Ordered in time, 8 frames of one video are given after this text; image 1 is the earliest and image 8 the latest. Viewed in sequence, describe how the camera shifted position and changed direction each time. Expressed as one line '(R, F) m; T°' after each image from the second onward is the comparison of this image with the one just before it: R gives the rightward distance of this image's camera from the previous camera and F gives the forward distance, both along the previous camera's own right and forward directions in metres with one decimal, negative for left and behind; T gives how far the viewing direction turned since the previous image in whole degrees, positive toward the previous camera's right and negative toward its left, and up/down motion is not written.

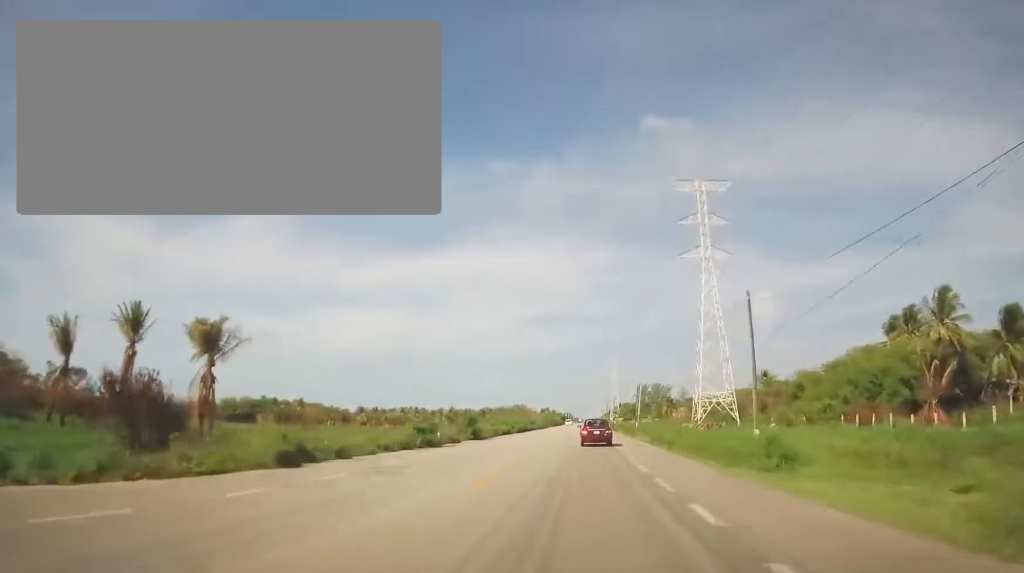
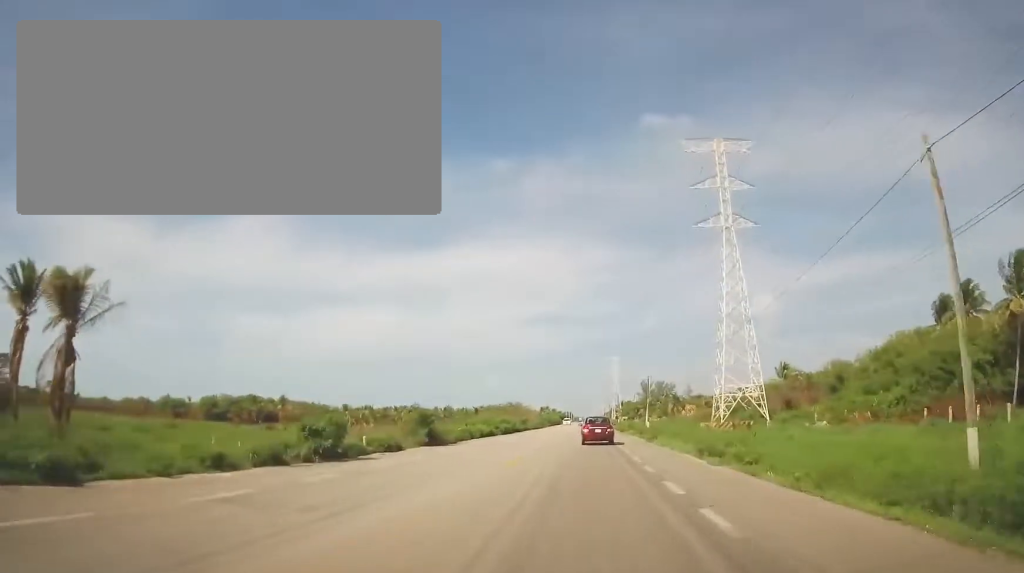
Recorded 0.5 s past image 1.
(-0.1, +13.4) m; 0°
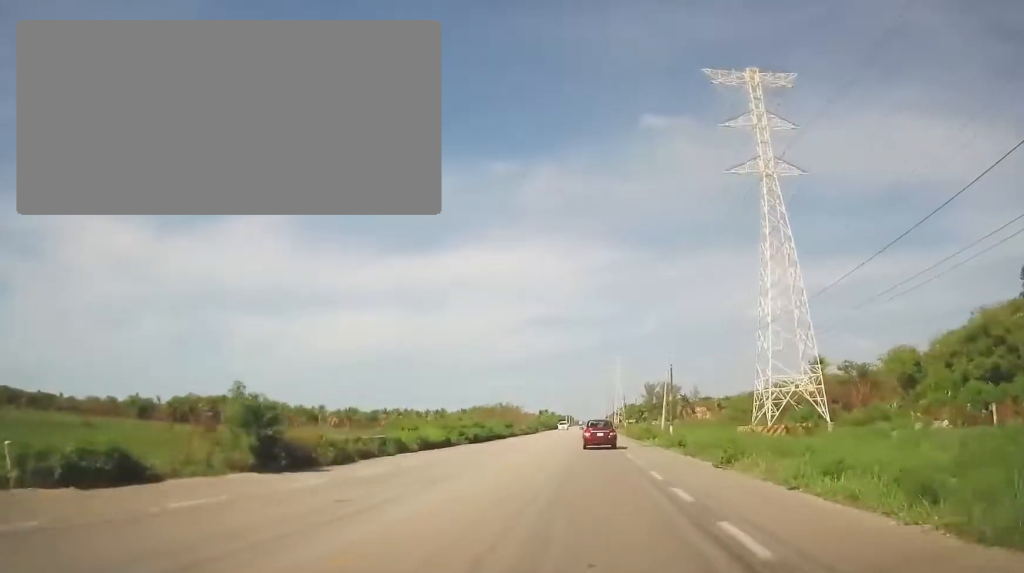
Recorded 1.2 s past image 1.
(-0.2, +17.6) m; 0°
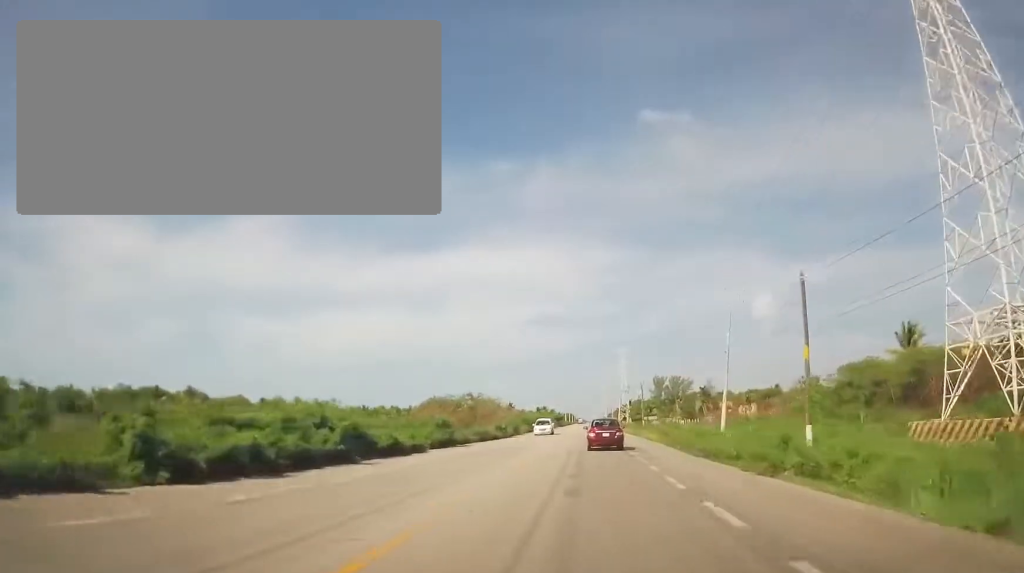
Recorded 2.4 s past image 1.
(+0.3, +31.4) m; +1°
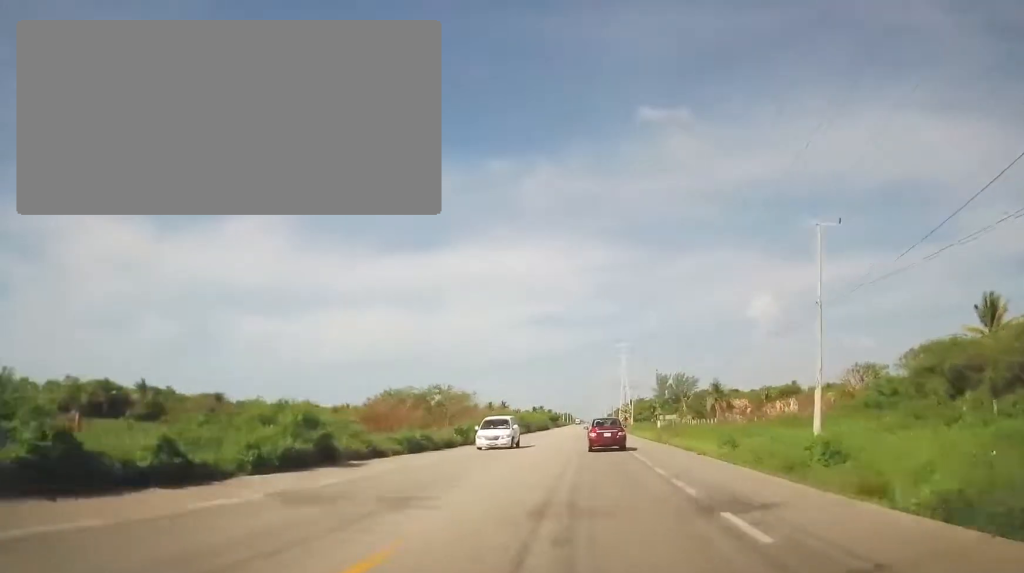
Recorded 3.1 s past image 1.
(0.0, +17.7) m; 0°
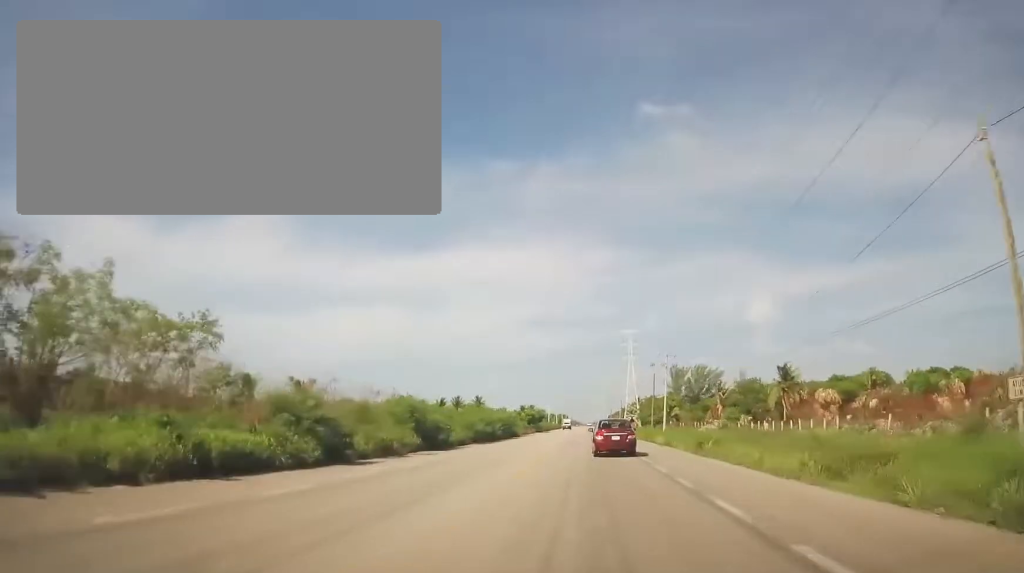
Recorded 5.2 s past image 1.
(-0.5, +52.7) m; +1°
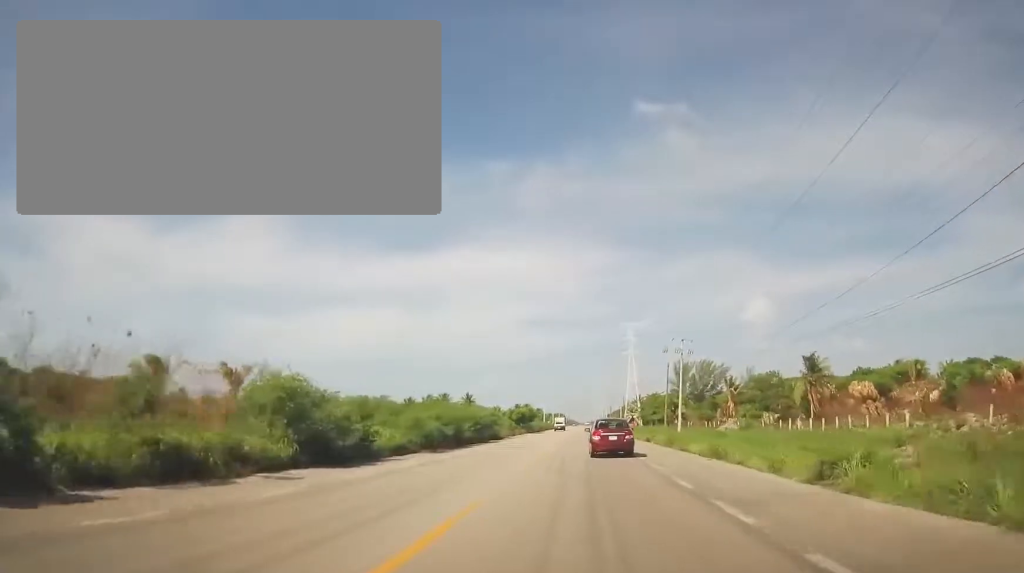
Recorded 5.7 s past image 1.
(+0.4, +13.0) m; 0°
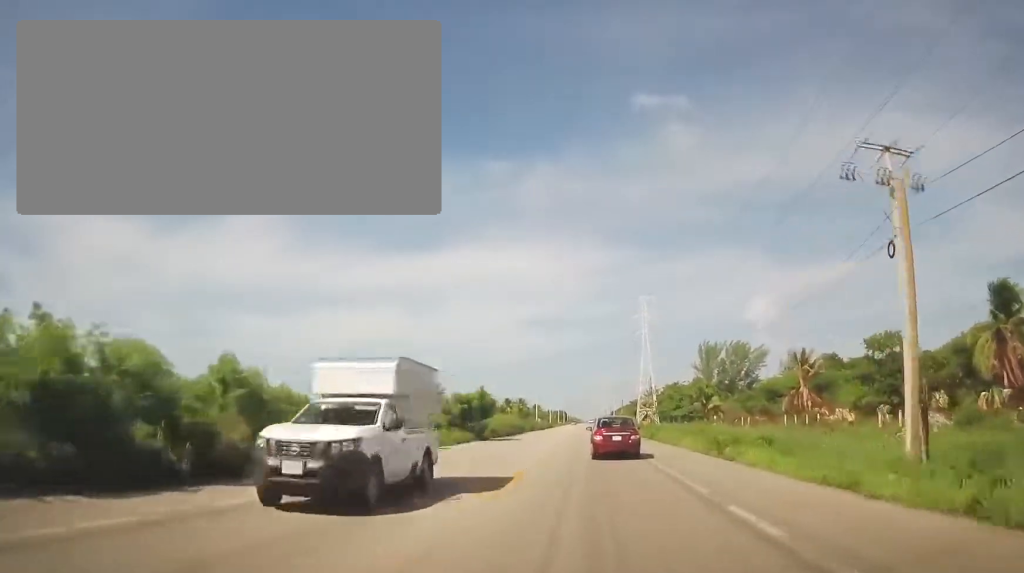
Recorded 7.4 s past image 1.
(-0.3, +42.5) m; -2°
